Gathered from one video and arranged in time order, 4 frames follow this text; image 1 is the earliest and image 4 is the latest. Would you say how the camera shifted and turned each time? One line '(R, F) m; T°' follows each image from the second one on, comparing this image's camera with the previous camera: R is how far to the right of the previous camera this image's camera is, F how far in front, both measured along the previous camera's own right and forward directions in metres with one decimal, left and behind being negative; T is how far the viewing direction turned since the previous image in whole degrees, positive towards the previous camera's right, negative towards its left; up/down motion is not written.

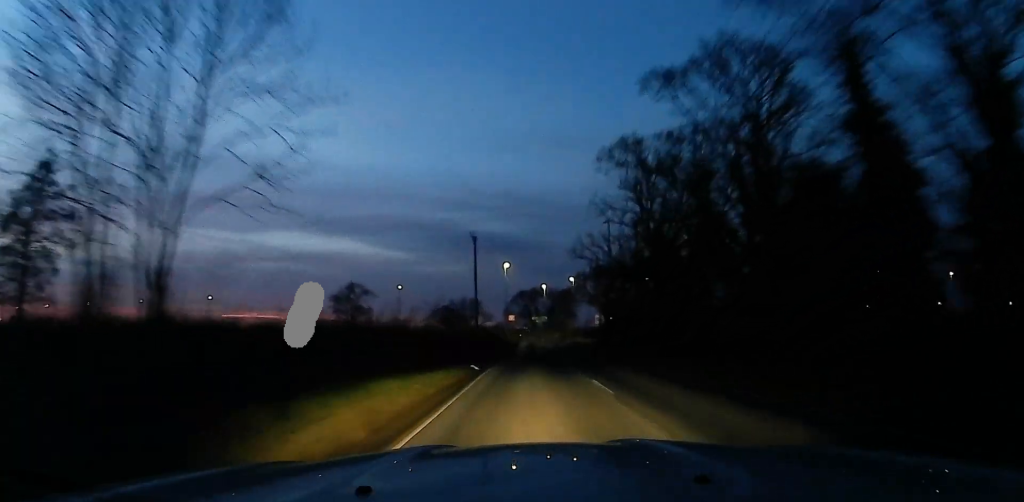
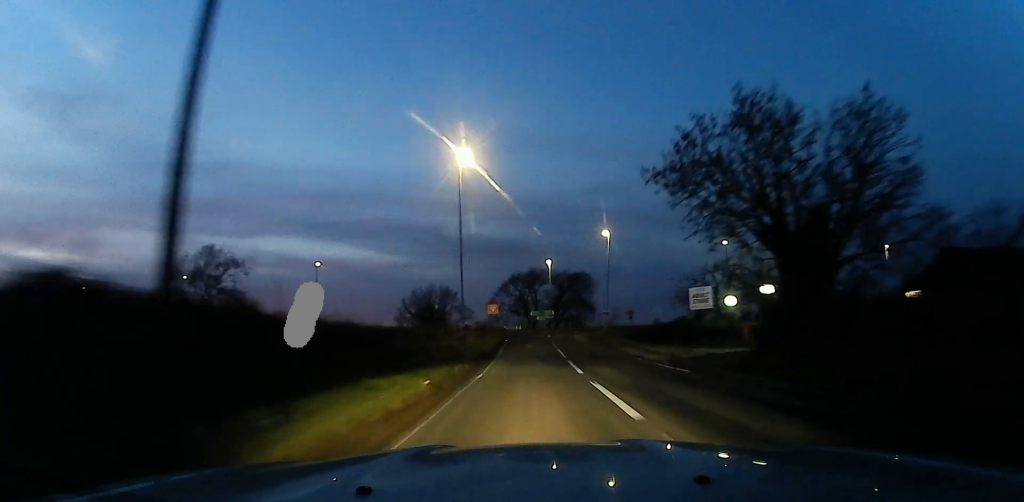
(+1.4, +46.2) m; 0°
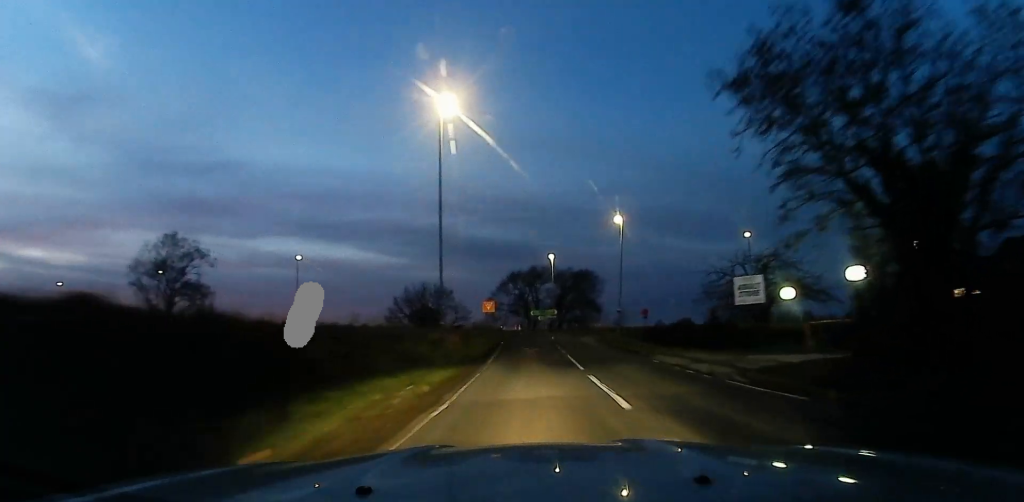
(-0.3, +6.4) m; 0°
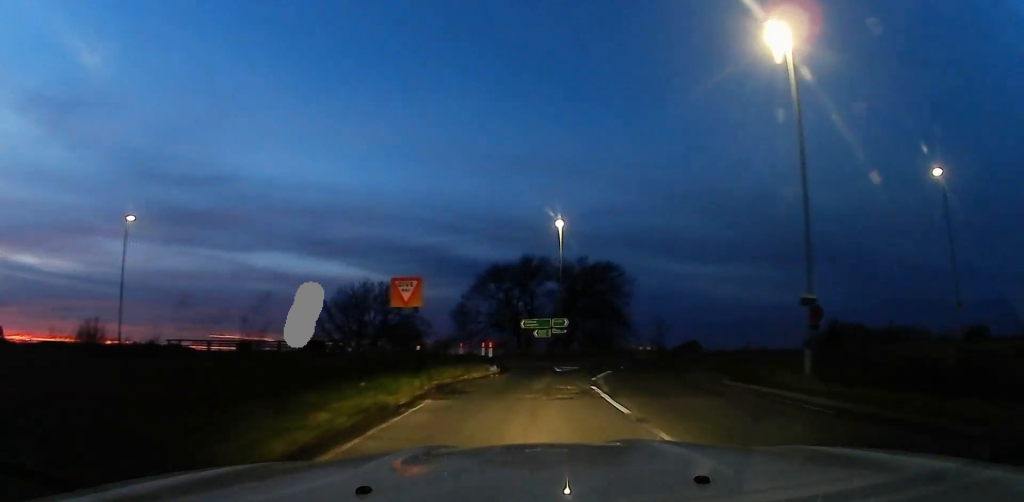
(+0.8, +28.4) m; +3°
